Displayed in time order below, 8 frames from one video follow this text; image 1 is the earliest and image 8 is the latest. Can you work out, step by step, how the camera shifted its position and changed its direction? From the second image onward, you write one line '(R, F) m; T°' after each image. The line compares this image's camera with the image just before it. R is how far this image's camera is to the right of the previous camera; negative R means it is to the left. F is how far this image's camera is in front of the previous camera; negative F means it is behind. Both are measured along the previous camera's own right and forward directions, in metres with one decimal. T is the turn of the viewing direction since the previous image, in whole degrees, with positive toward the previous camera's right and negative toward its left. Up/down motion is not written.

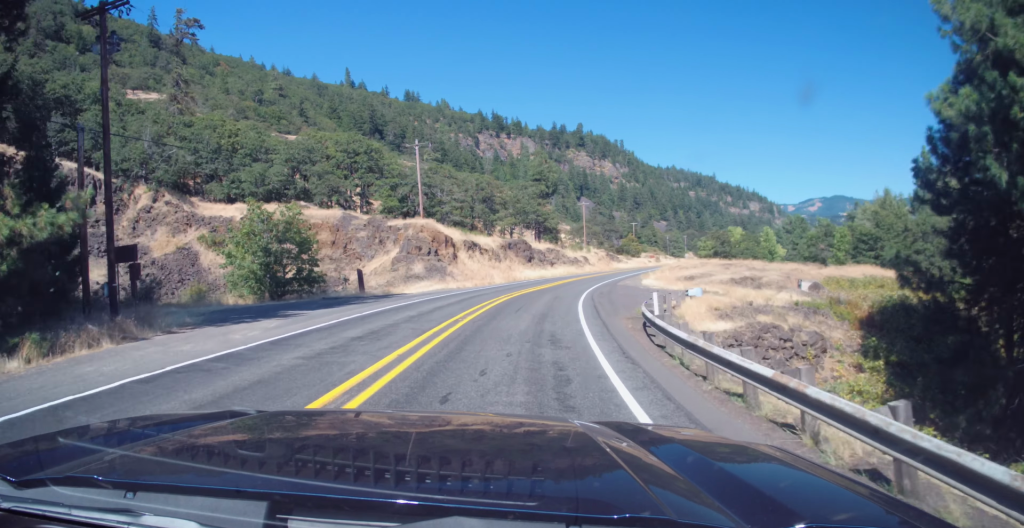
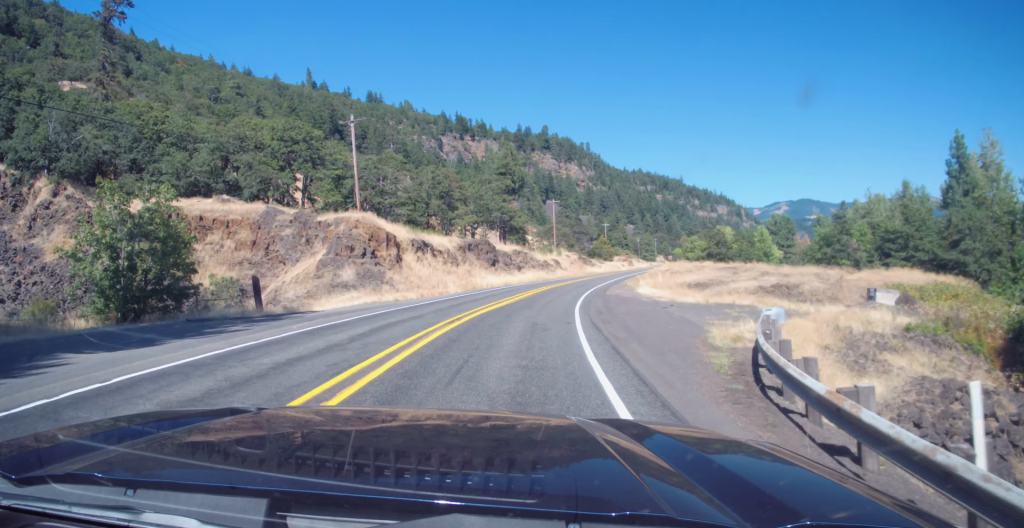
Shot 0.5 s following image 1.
(-0.5, +12.7) m; +3°
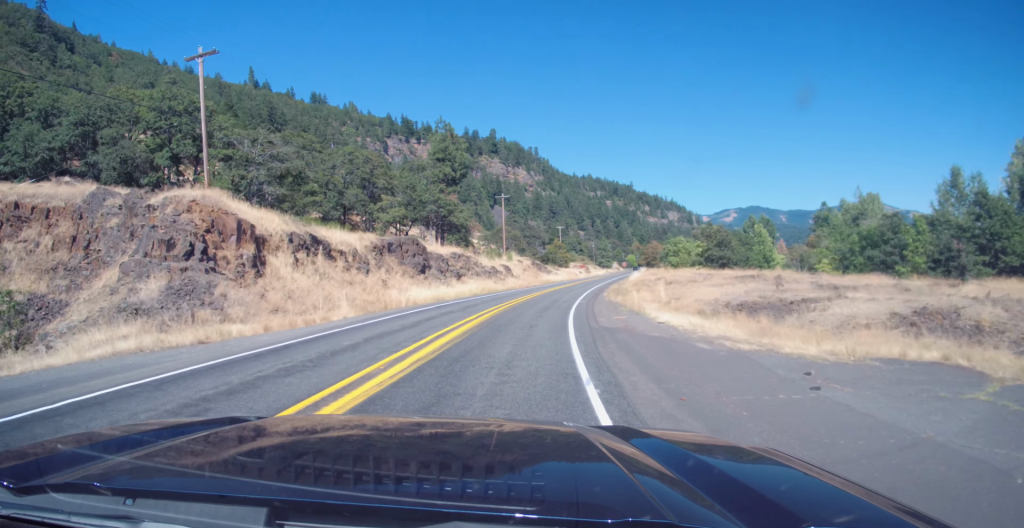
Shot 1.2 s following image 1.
(+1.4, +18.8) m; +5°
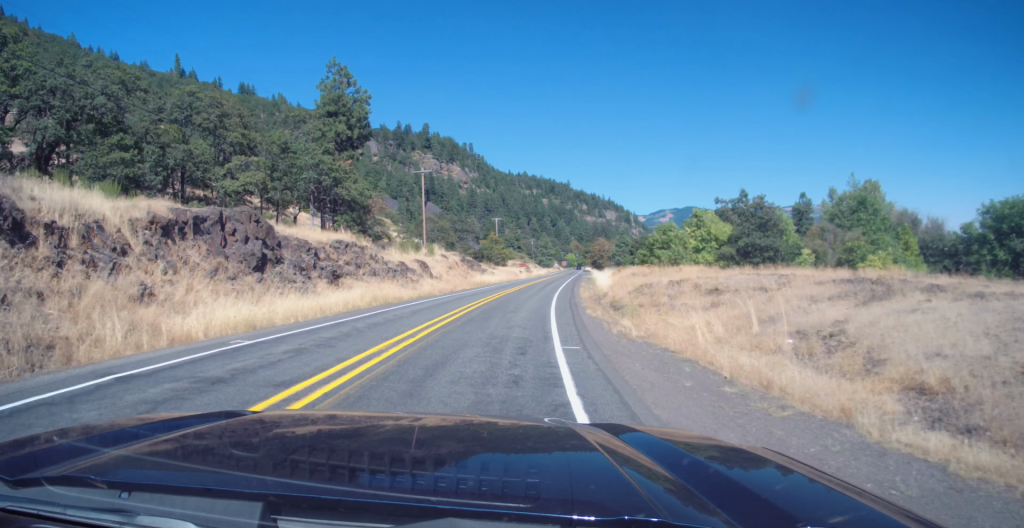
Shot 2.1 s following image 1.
(+1.3, +23.1) m; +6°
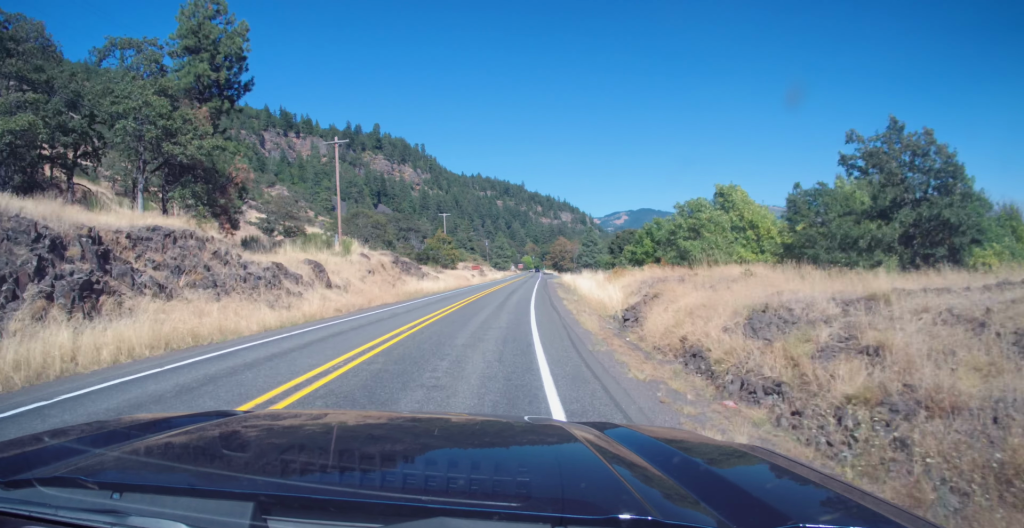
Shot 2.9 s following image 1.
(+0.7, +20.2) m; +4°
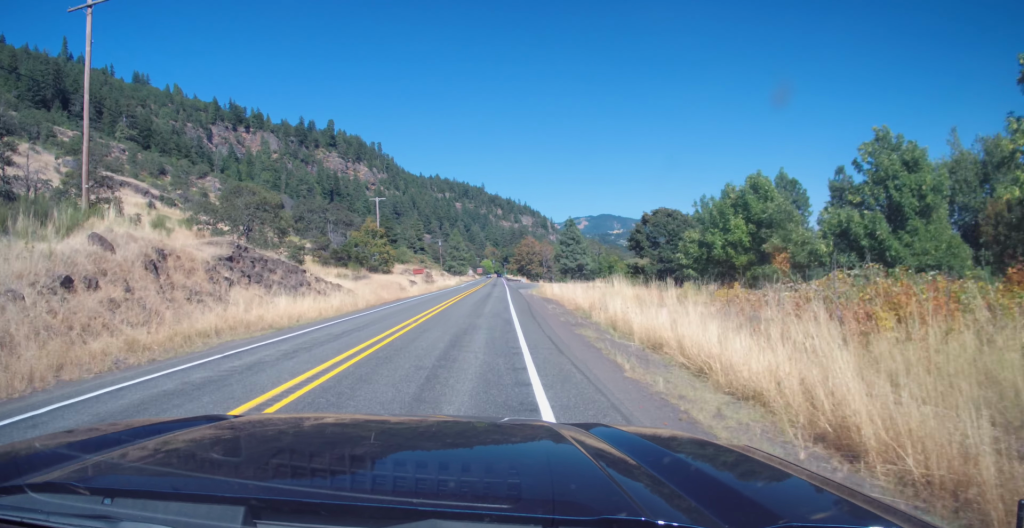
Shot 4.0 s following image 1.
(+1.8, +31.6) m; +4°
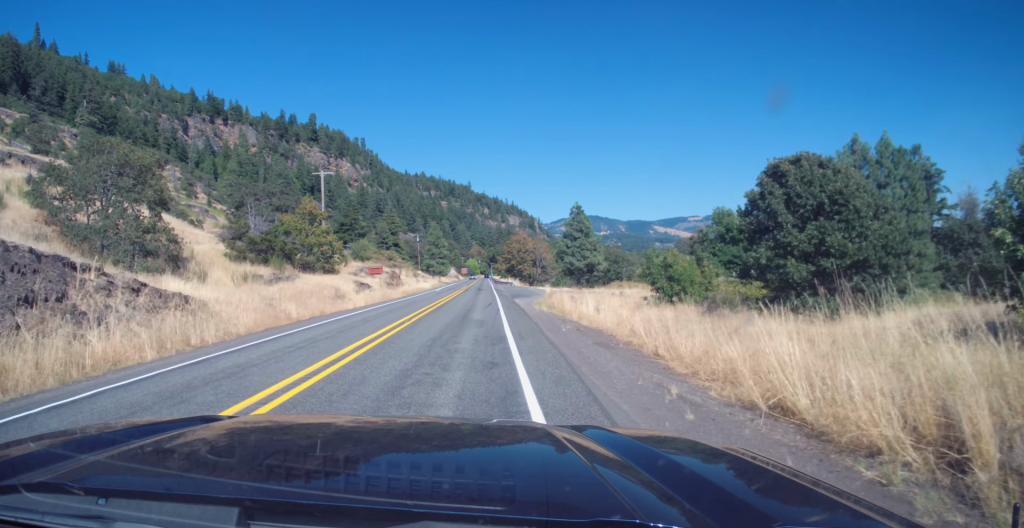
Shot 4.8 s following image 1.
(+0.3, +23.1) m; +1°
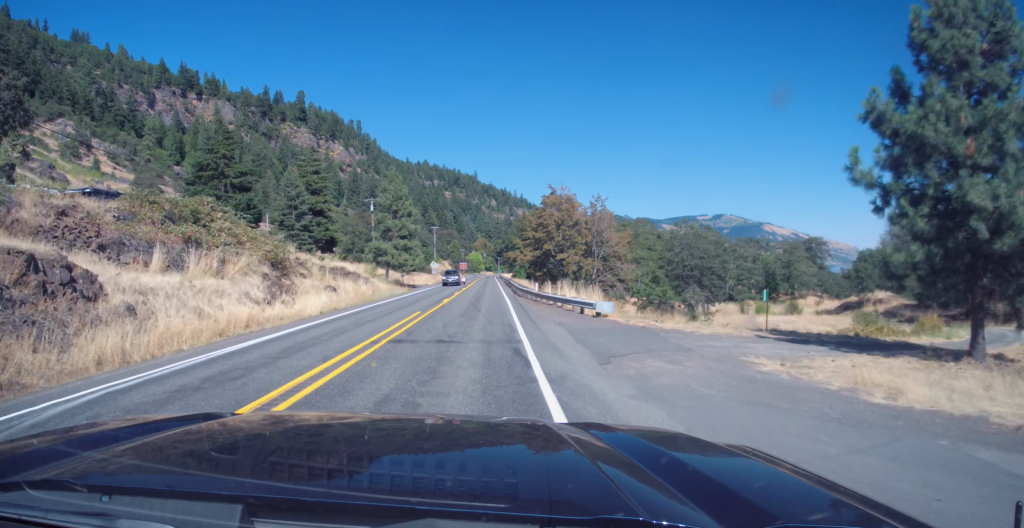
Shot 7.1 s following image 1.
(+0.6, +68.6) m; +1°
